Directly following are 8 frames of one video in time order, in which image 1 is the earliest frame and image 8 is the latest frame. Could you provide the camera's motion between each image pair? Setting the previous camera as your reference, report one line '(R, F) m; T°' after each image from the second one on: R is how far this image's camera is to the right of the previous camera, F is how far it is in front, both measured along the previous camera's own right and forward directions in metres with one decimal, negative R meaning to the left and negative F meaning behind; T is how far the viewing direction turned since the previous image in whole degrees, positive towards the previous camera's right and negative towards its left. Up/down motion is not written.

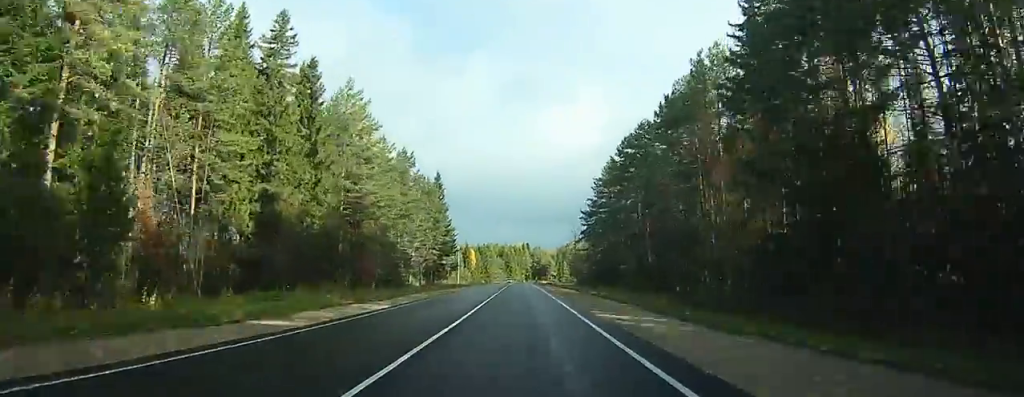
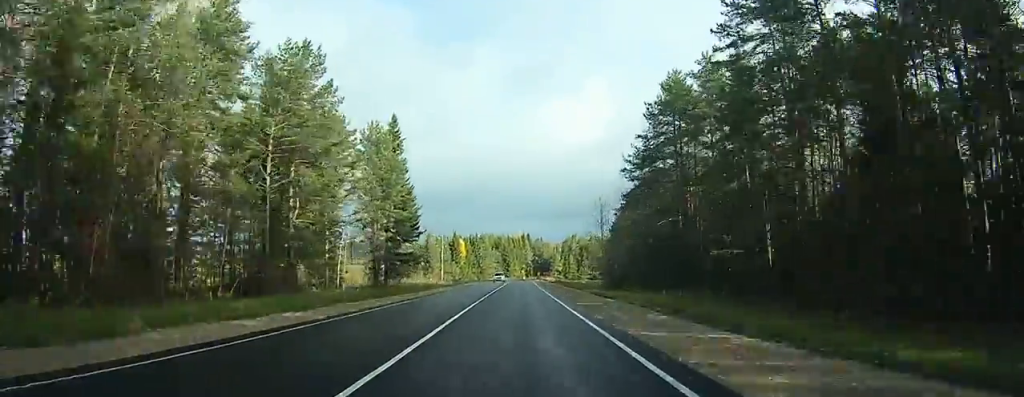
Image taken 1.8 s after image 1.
(-0.2, +42.6) m; -1°
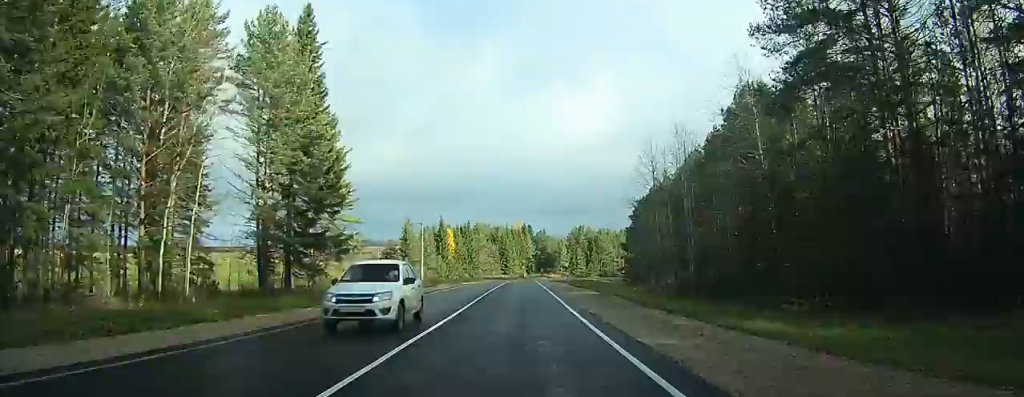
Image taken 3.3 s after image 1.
(-0.2, +34.2) m; 0°
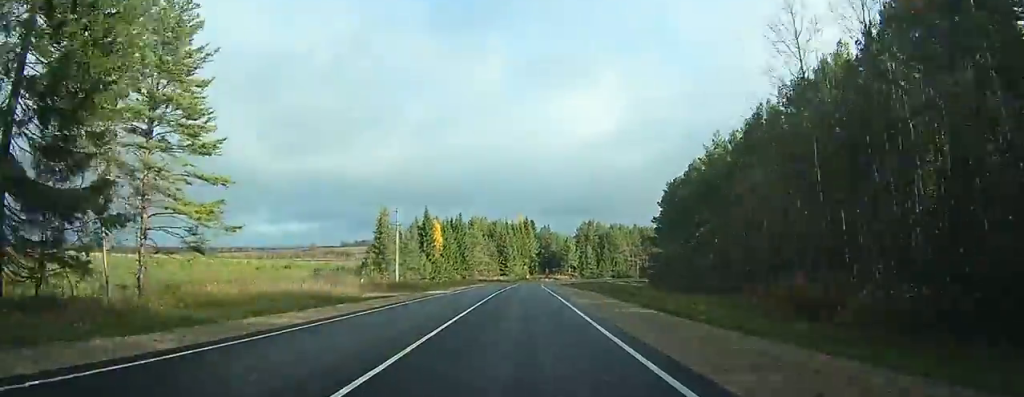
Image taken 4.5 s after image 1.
(-0.2, +29.0) m; 0°
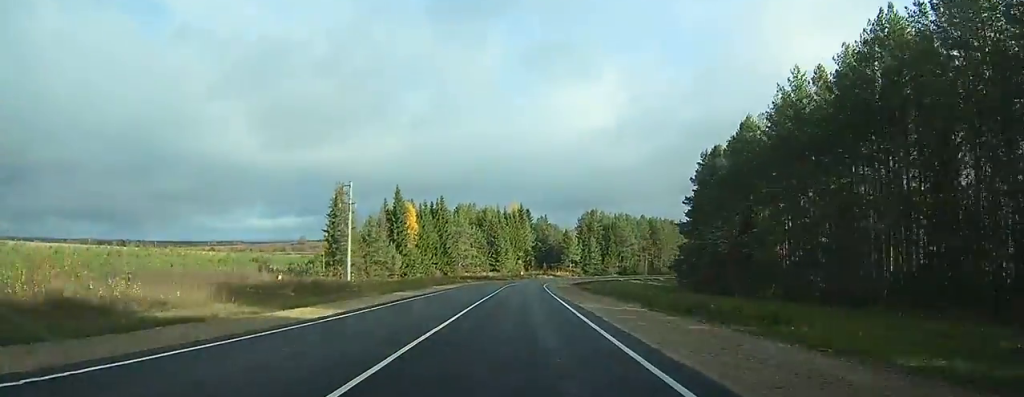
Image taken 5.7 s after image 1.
(+0.1, +26.4) m; +1°
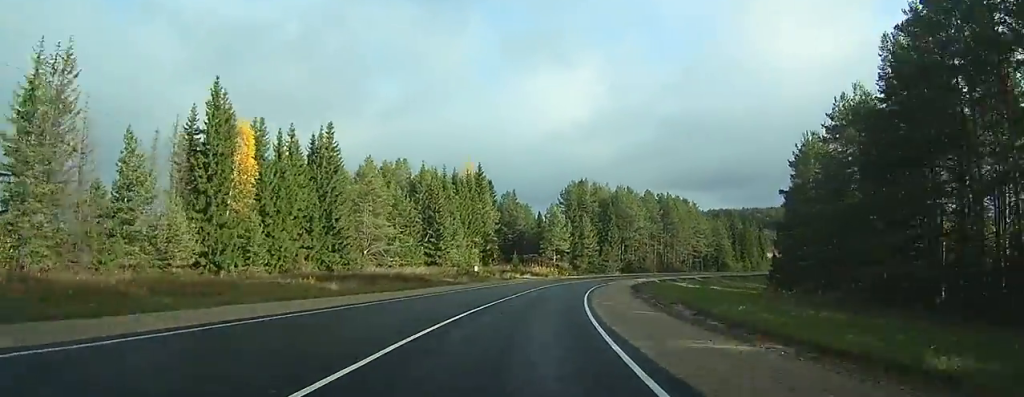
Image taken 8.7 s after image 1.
(+1.2, +62.8) m; +4°
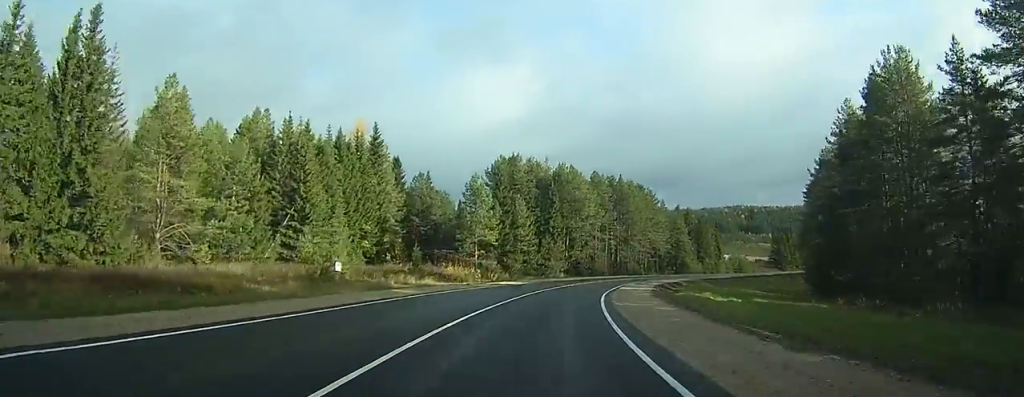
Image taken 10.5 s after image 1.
(+1.5, +33.5) m; +6°
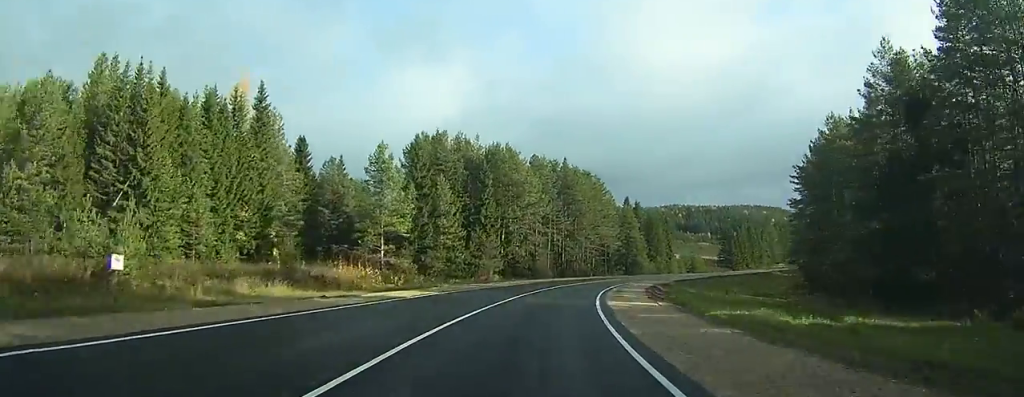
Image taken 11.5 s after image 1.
(+1.2, +19.9) m; +5°
